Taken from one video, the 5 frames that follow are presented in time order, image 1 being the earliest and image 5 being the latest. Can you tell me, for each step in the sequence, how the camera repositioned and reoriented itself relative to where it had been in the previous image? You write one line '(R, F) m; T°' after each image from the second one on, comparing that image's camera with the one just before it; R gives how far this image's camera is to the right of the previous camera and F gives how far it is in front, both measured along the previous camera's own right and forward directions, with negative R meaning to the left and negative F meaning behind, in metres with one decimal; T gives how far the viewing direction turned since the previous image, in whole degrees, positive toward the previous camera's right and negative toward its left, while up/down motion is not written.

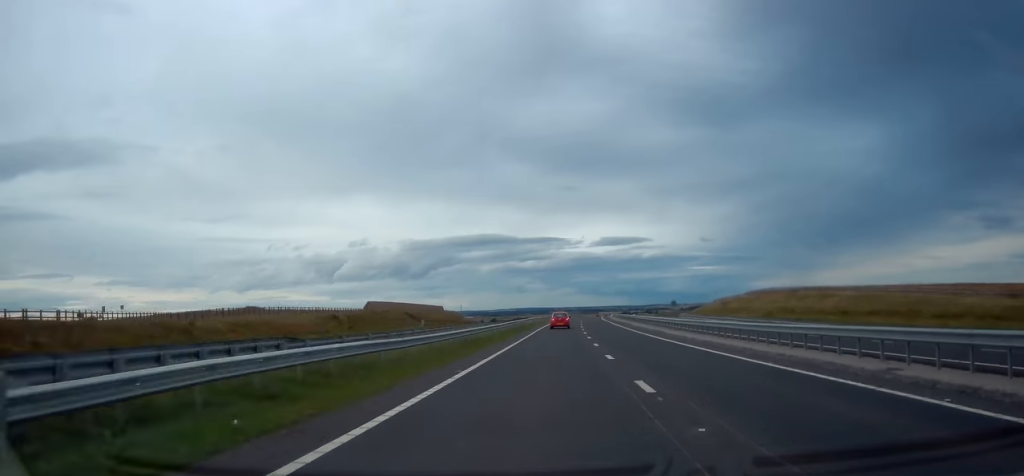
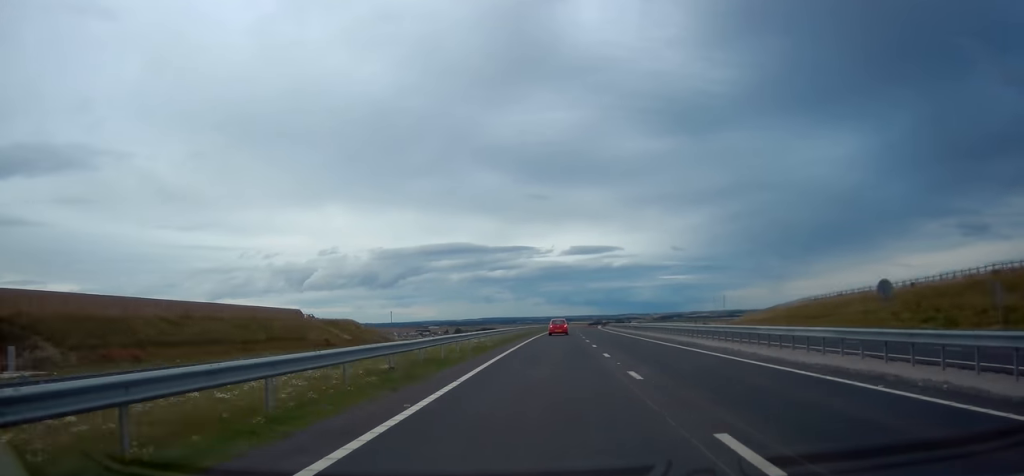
(+1.6, +95.7) m; +2°
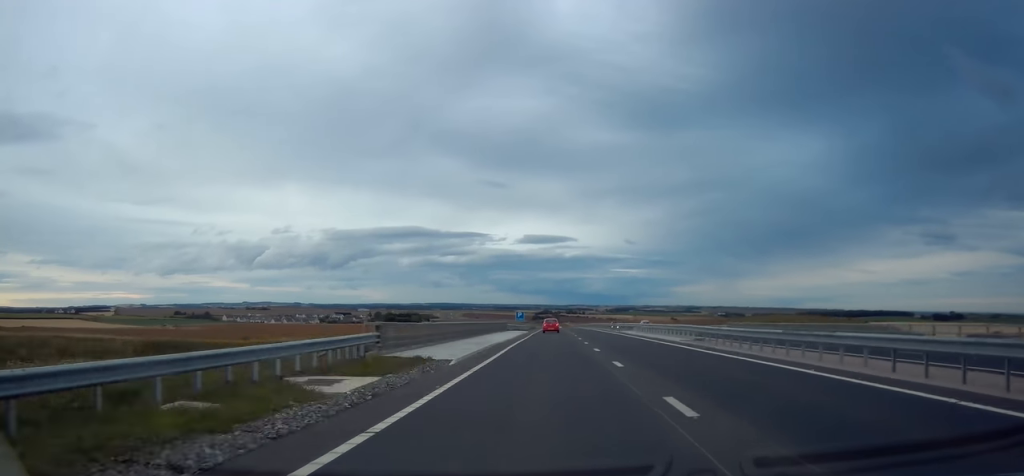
(+14.8, +287.0) m; +4°
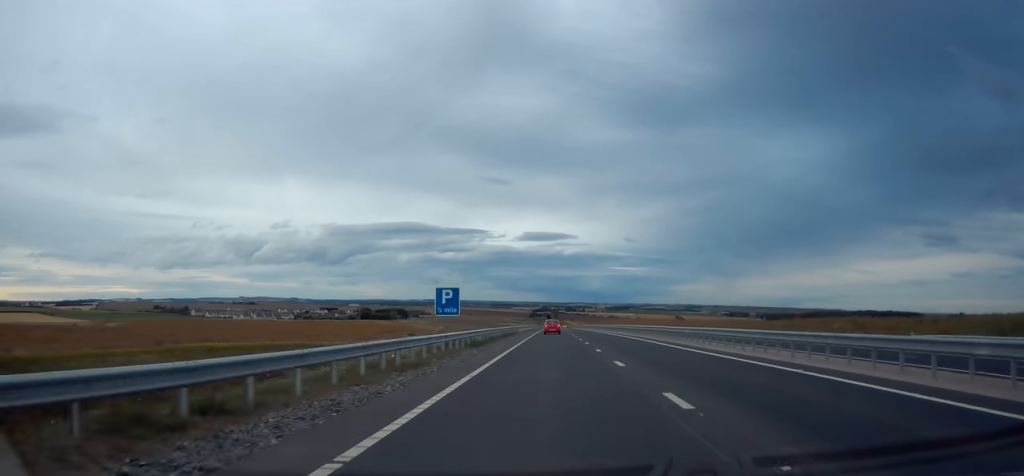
(+0.2, +88.6) m; 0°
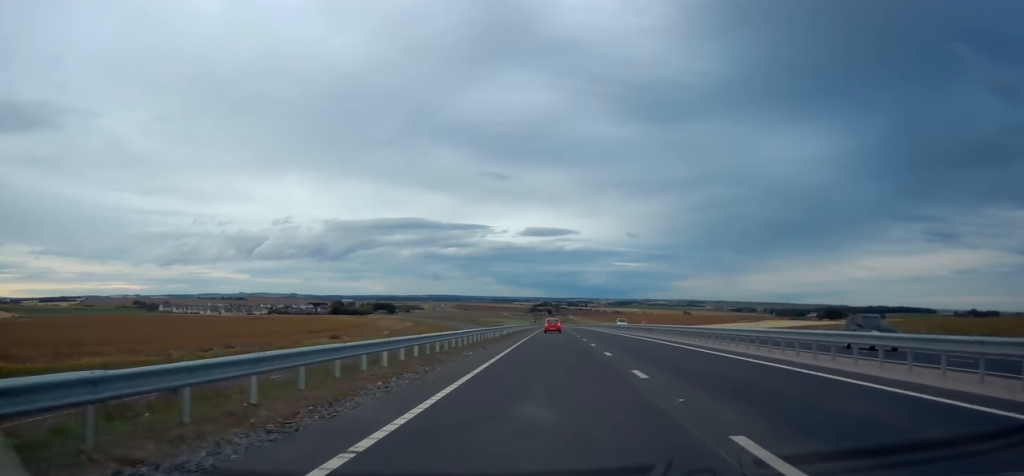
(+0.3, +85.1) m; 0°
